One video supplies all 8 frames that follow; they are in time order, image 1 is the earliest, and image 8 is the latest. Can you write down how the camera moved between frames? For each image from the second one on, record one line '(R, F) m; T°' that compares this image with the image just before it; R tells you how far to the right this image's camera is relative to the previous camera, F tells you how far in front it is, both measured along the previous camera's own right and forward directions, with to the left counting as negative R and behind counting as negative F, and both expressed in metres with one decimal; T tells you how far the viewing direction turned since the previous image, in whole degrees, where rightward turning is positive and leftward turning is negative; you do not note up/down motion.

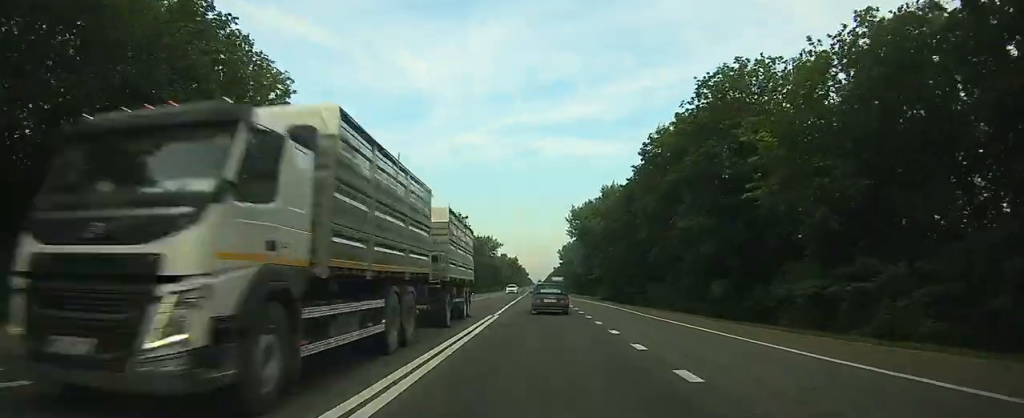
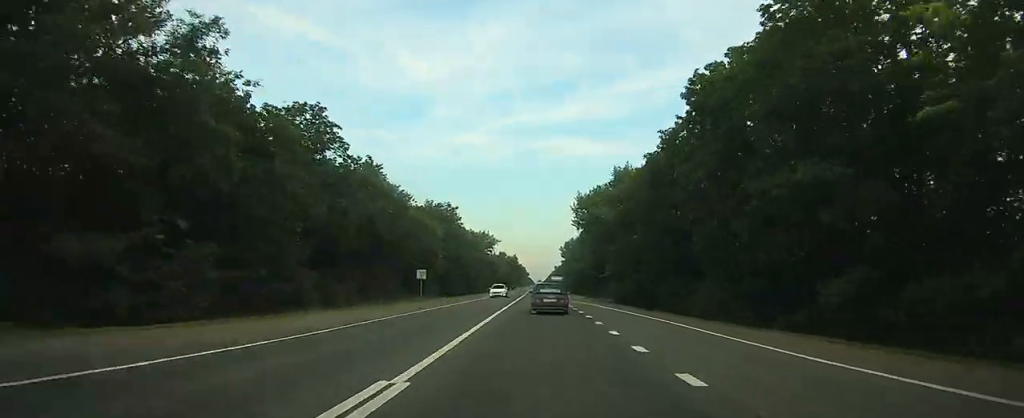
(-0.1, +15.9) m; 0°
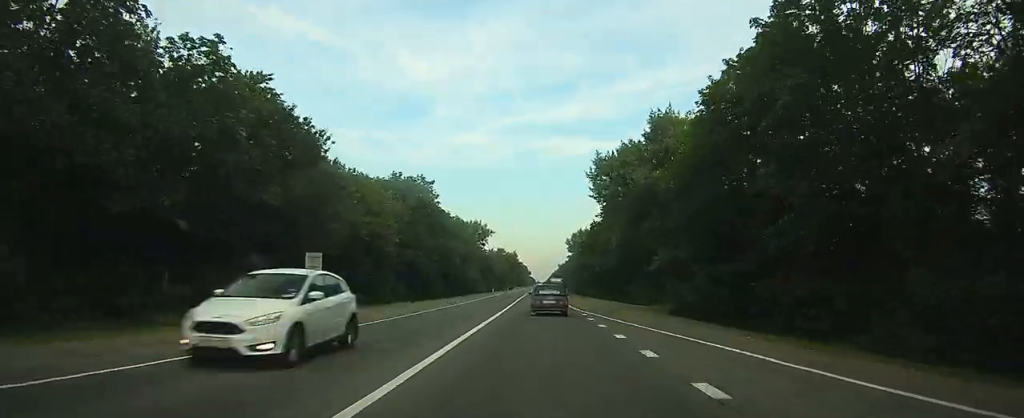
(0.0, +28.3) m; 0°
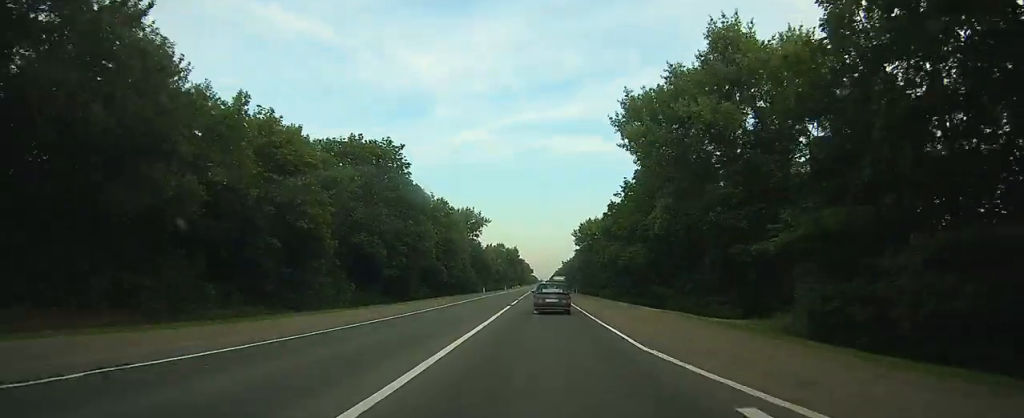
(0.0, +21.4) m; 0°
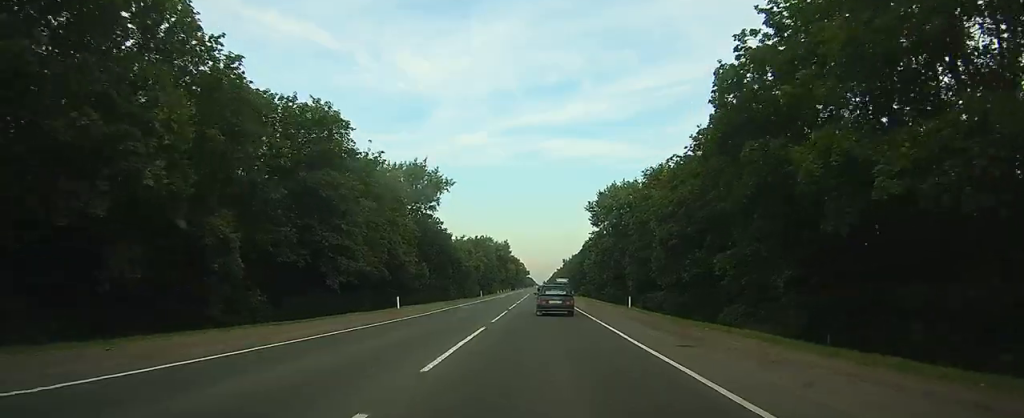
(-0.2, +51.0) m; 0°
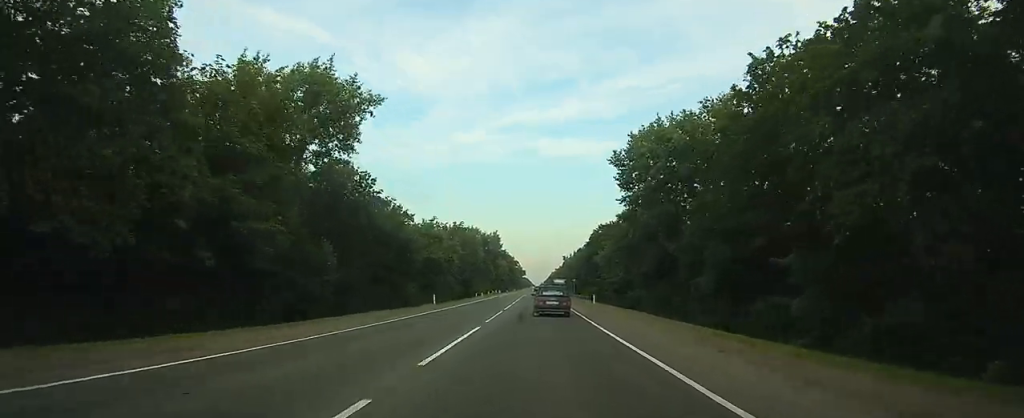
(+0.1, +34.9) m; 0°
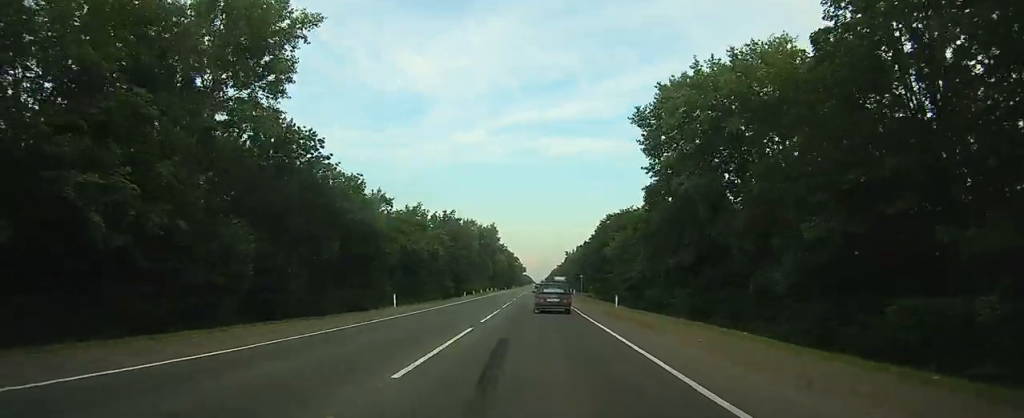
(0.0, +13.4) m; 0°
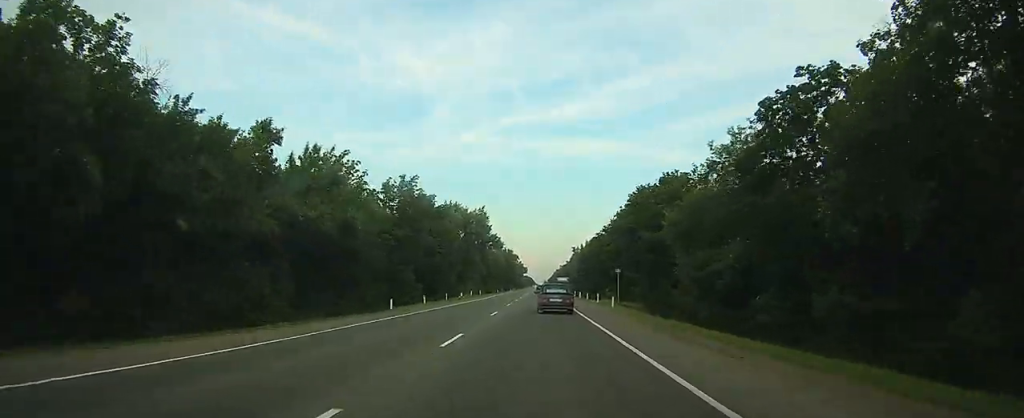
(0.0, +34.7) m; 0°
